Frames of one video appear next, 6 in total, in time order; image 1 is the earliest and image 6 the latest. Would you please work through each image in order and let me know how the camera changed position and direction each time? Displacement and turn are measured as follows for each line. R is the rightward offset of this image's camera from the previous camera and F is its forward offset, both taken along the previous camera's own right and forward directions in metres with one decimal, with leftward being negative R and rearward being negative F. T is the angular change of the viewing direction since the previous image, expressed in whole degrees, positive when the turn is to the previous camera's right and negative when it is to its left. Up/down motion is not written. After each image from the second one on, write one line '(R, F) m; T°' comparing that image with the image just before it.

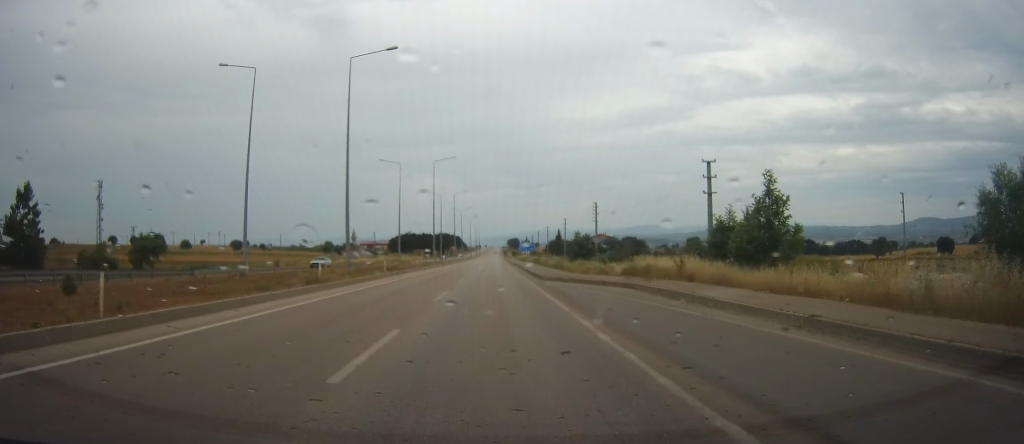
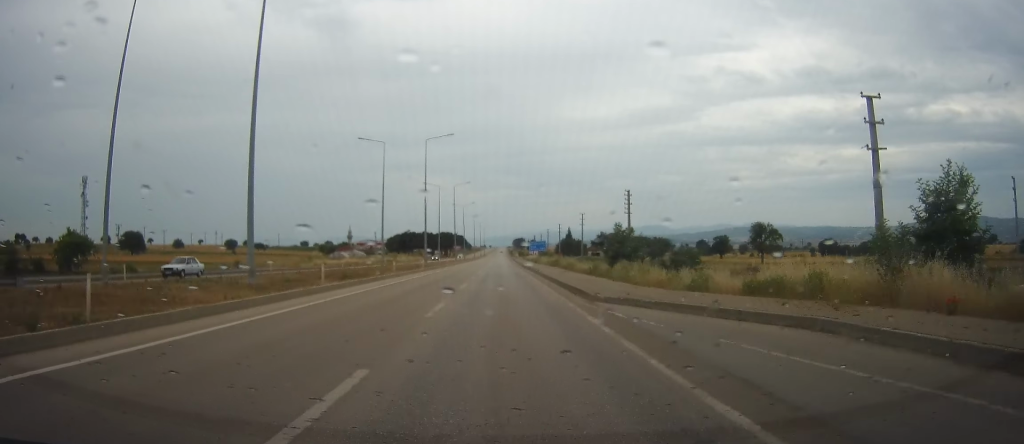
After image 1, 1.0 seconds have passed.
(+0.1, +15.9) m; 0°
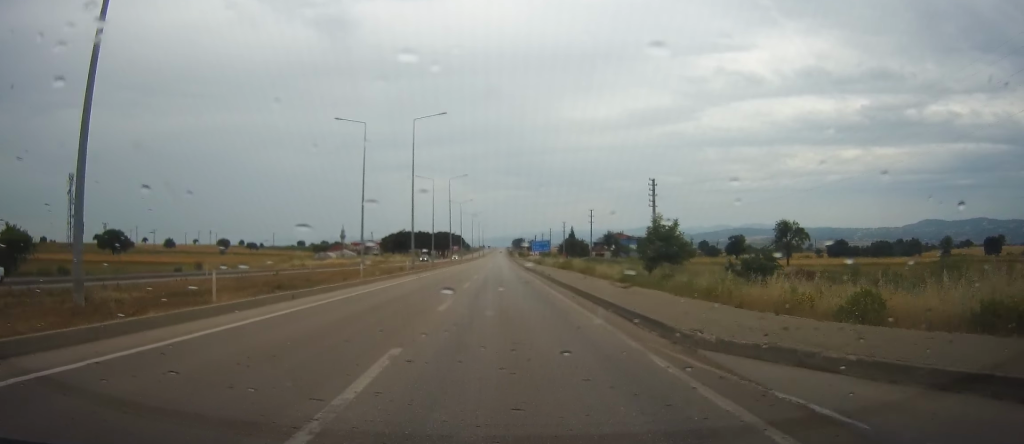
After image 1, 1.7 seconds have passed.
(-0.1, +10.1) m; -1°
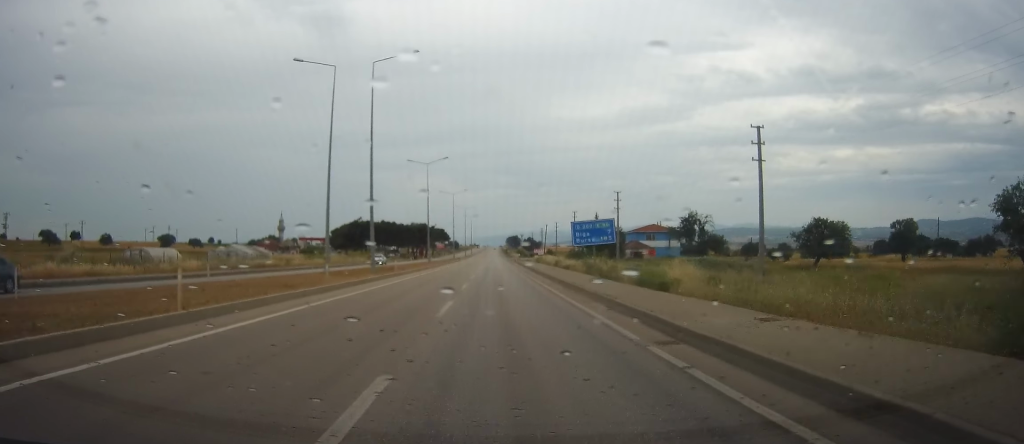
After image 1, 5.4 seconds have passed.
(-0.8, +61.4) m; -1°
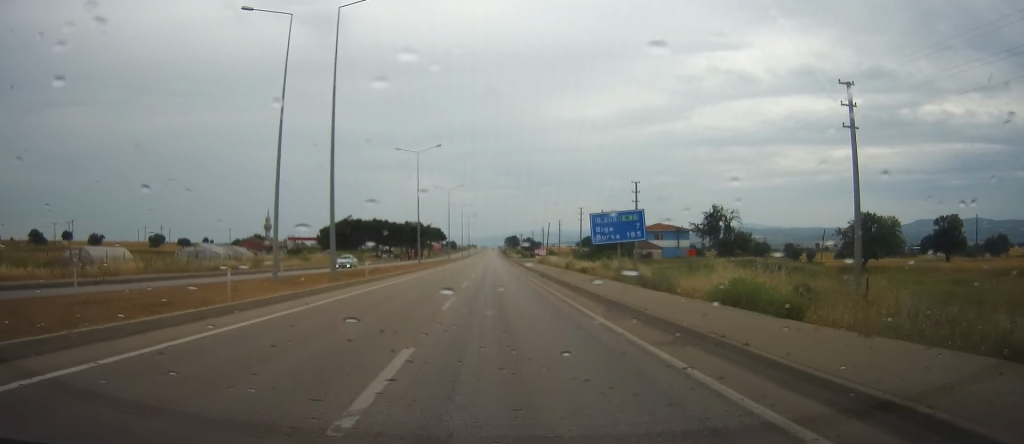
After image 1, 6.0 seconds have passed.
(0.0, +9.3) m; 0°
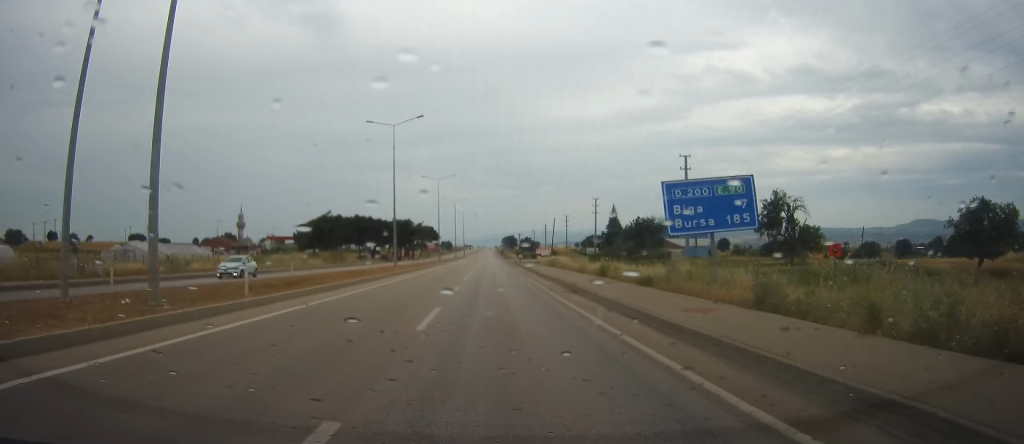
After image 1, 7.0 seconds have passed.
(+0.2, +15.9) m; +1°
